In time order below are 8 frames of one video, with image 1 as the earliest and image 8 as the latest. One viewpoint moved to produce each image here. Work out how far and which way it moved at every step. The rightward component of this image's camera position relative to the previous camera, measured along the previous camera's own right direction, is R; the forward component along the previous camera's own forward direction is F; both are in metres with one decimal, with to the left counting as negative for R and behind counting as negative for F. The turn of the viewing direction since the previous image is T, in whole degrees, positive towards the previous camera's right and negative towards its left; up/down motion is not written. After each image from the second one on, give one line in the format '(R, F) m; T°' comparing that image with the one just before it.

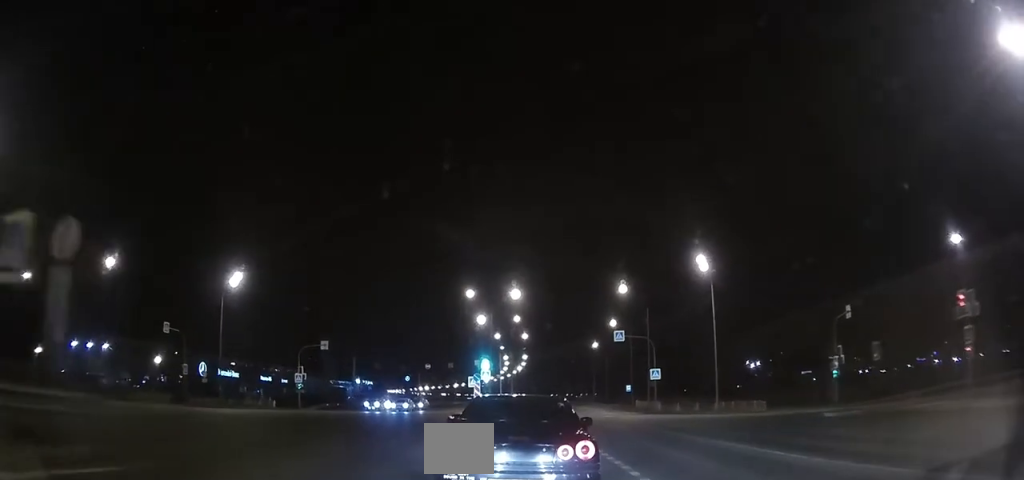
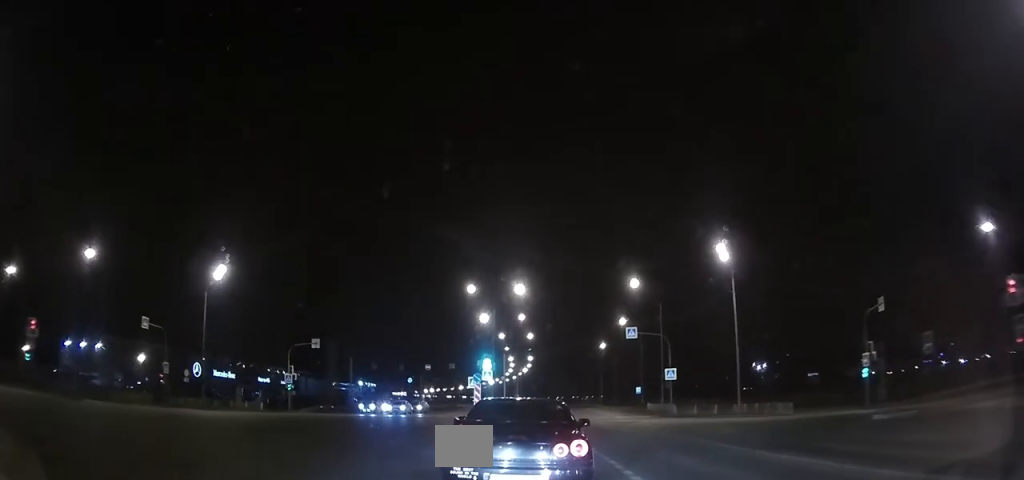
(0.0, +3.5) m; 0°
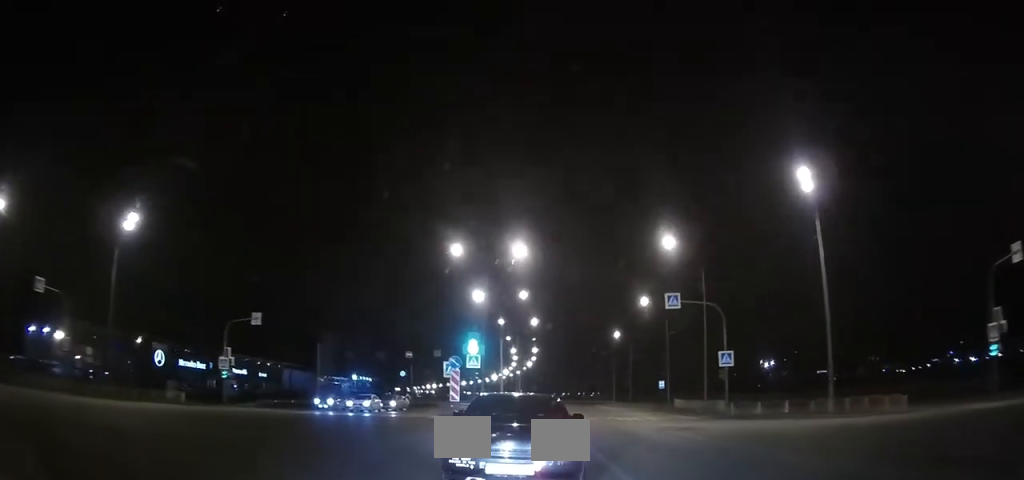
(0.0, +13.4) m; 0°
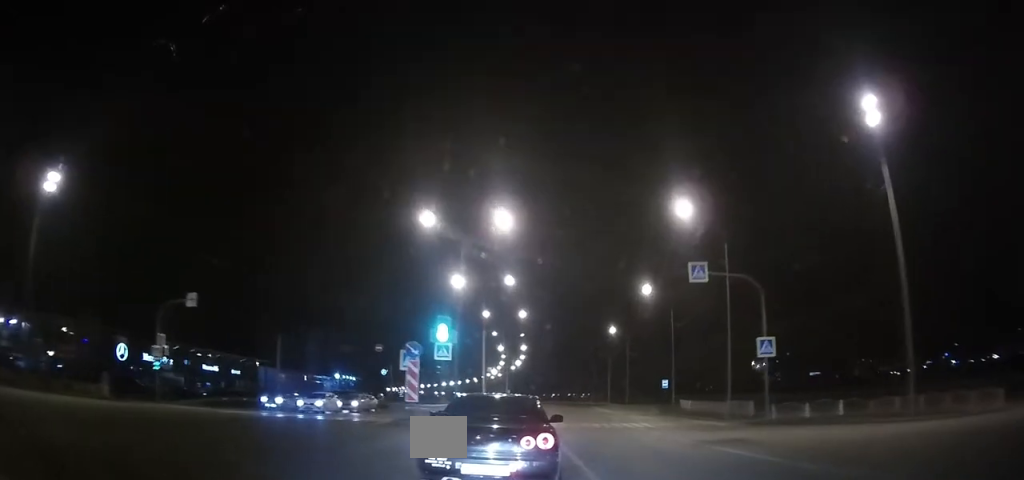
(0.0, +8.2) m; 0°
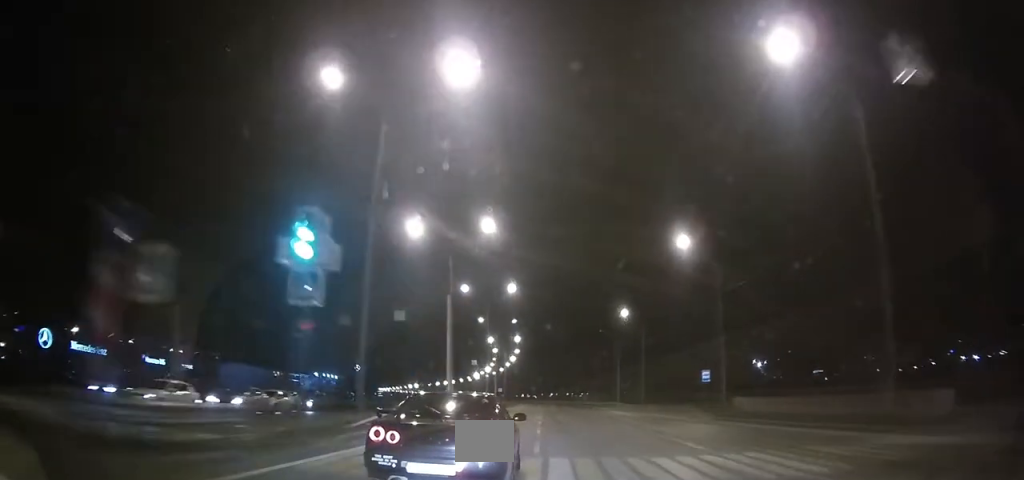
(0.0, +15.9) m; 0°
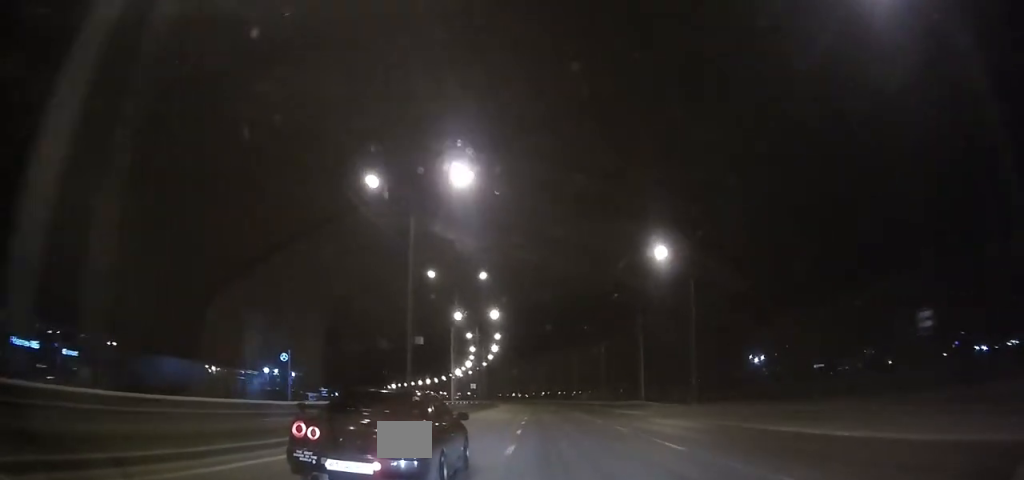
(+0.2, +26.2) m; 0°
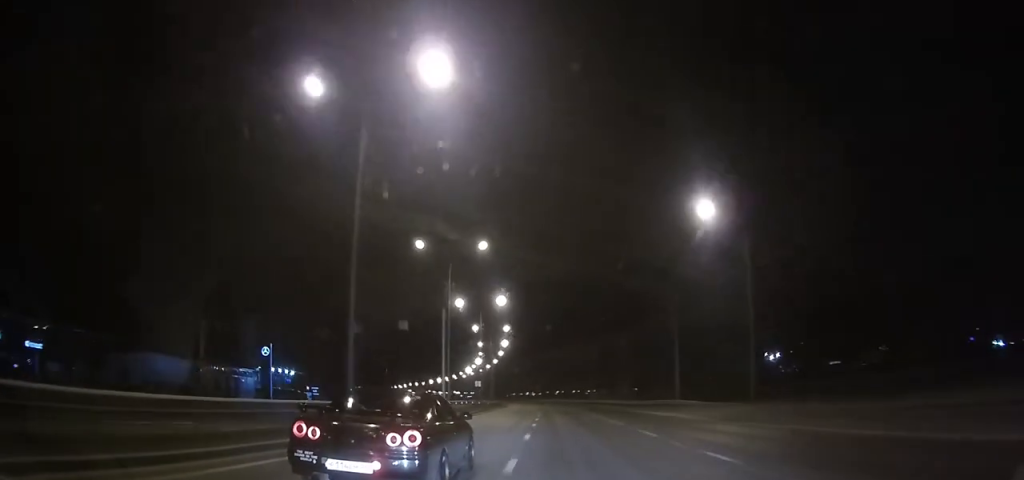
(+0.1, +9.4) m; 0°
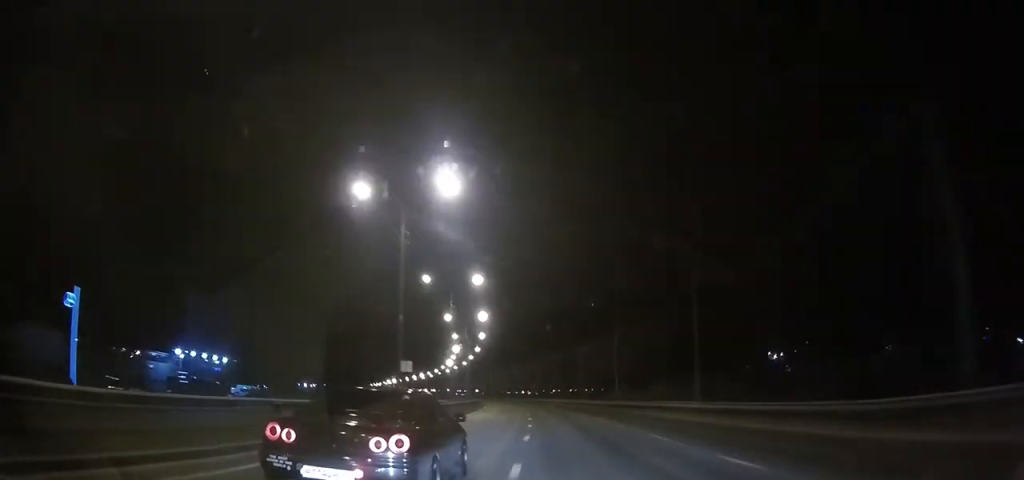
(-0.3, +37.0) m; 0°
